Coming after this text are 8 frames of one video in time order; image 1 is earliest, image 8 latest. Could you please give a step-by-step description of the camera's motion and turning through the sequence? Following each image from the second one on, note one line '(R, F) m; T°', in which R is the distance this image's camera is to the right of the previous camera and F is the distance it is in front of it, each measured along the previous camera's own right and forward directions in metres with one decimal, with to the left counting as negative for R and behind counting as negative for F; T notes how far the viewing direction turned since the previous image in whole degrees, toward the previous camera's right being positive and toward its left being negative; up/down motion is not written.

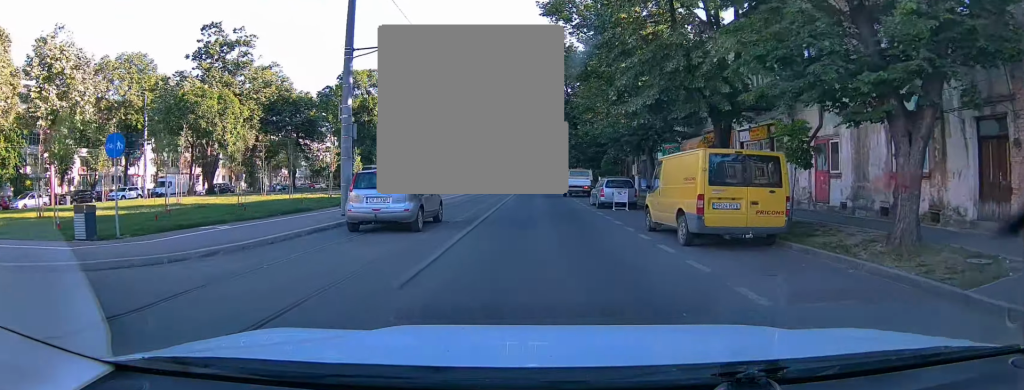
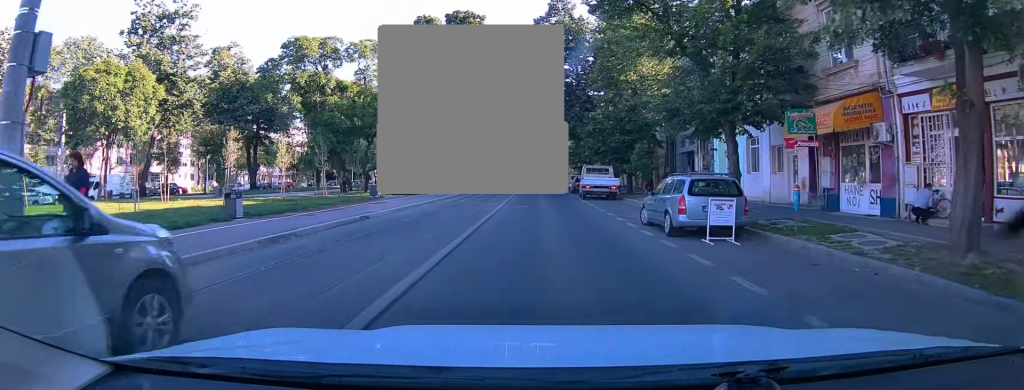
(+0.2, +10.4) m; +2°
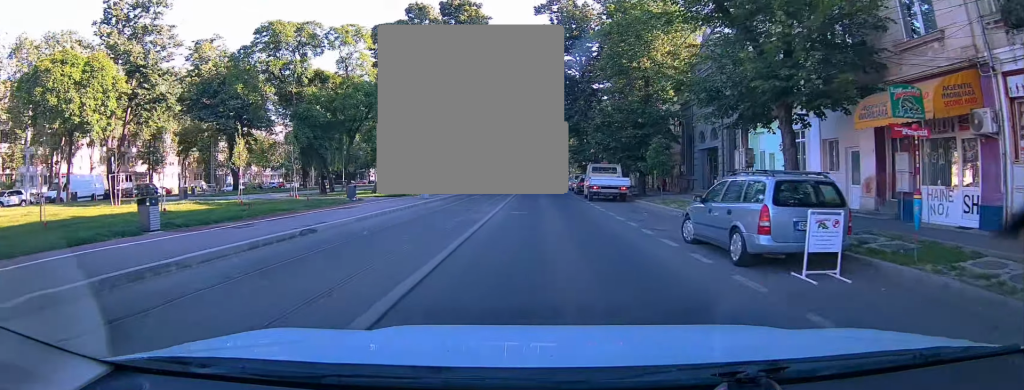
(0.0, +3.8) m; 0°
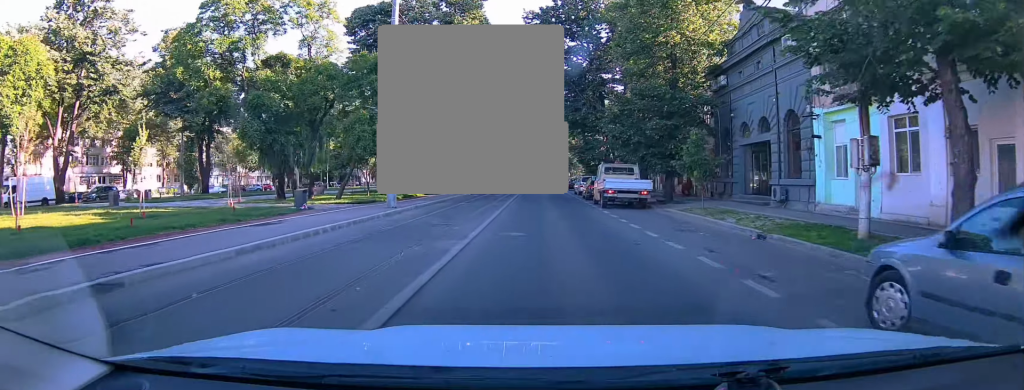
(0.0, +6.0) m; 0°
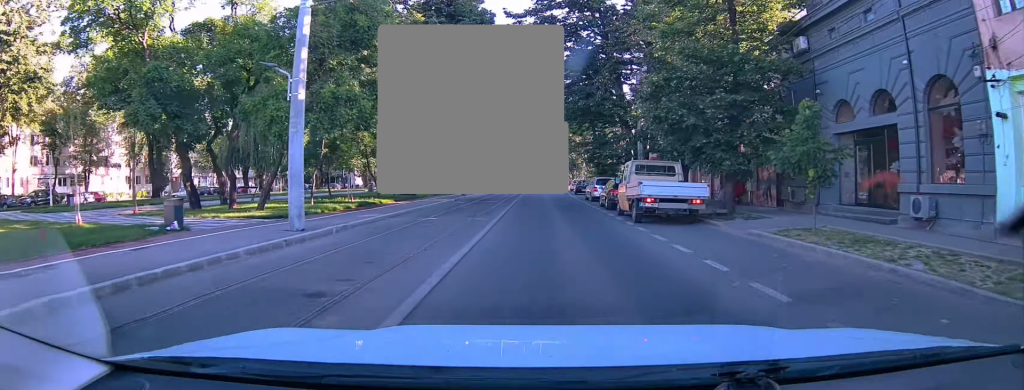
(0.0, +7.8) m; 0°
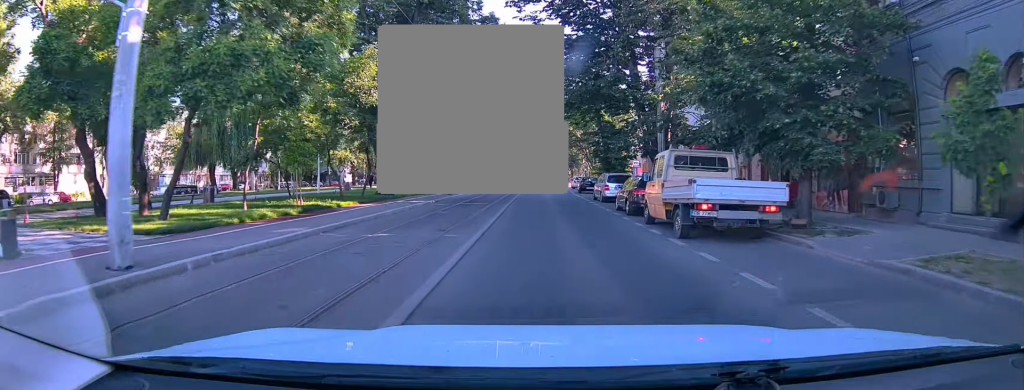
(0.0, +5.3) m; +1°
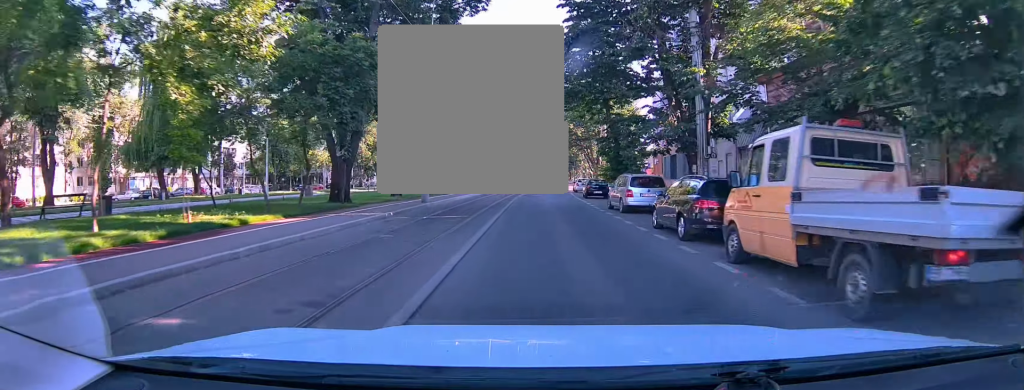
(0.0, +6.3) m; +1°
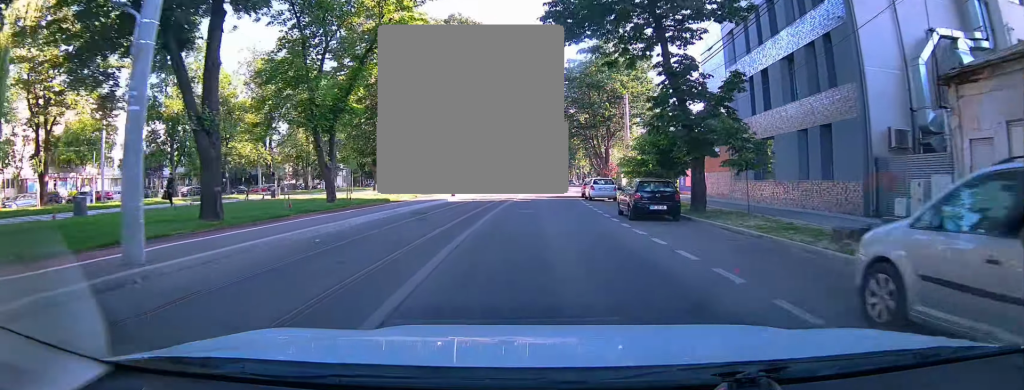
(+0.1, +16.9) m; 0°
